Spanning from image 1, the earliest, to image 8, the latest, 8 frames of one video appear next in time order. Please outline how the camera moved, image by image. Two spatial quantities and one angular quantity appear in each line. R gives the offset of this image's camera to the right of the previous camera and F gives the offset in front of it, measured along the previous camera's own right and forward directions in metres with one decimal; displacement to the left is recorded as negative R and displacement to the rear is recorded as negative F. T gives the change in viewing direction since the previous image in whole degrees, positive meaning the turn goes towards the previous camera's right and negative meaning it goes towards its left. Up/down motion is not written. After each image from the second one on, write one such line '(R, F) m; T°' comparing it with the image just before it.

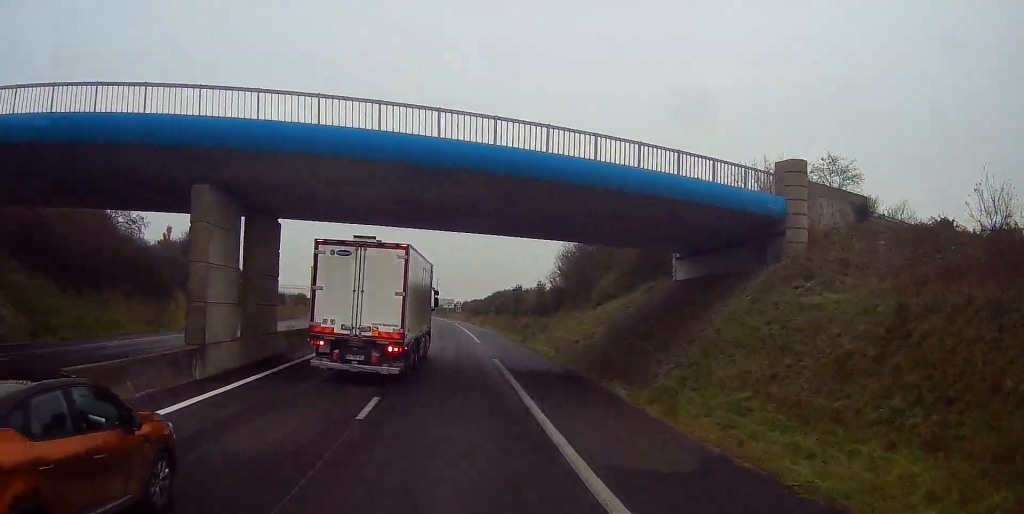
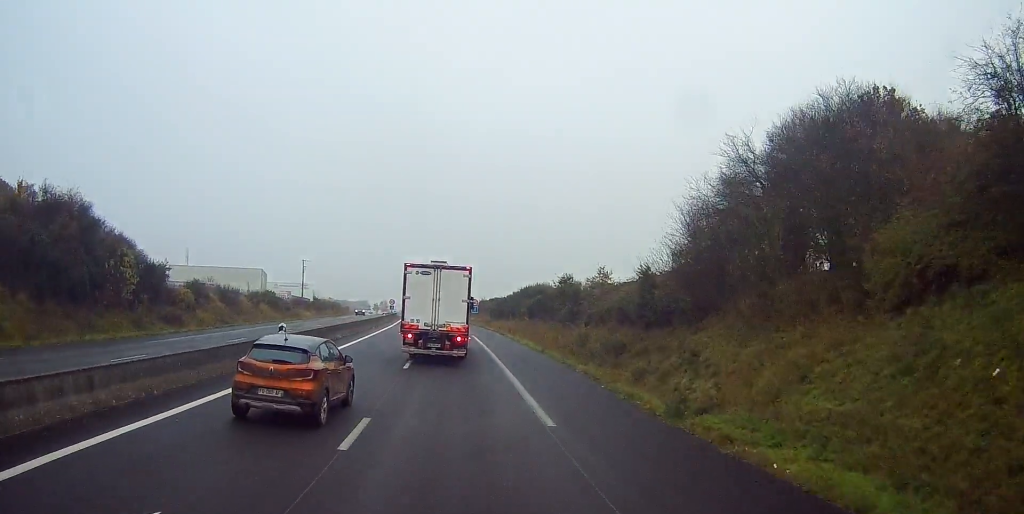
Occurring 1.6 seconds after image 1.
(-0.4, +29.3) m; -1°
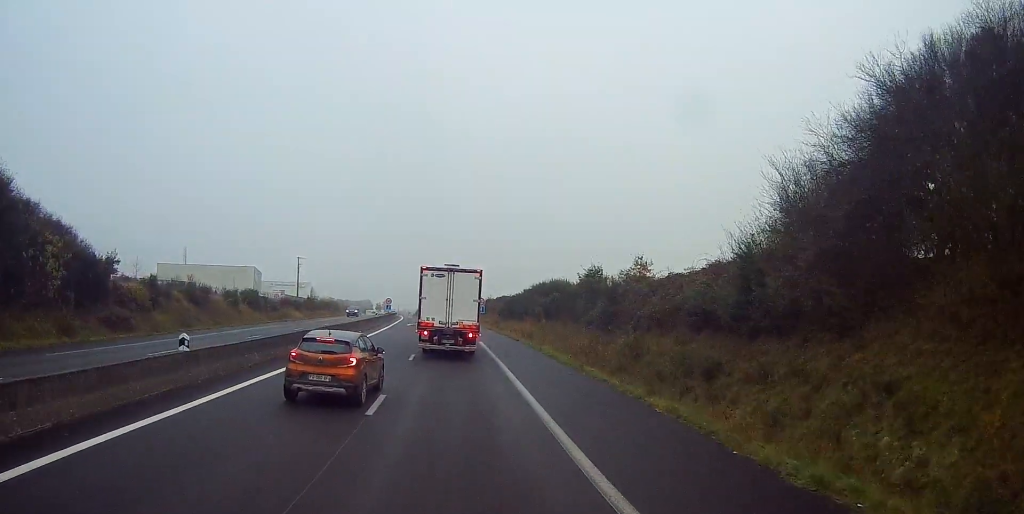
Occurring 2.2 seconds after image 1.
(+0.1, +10.0) m; -1°
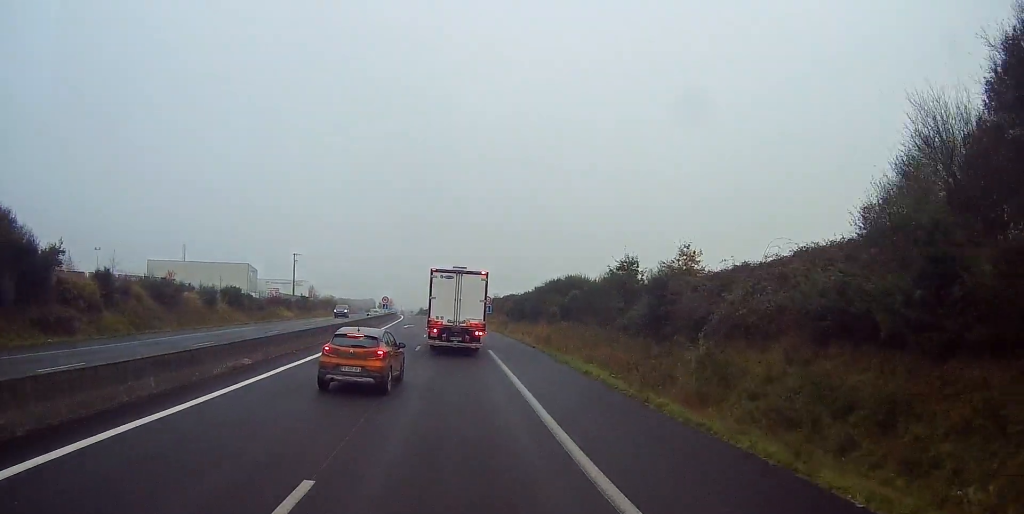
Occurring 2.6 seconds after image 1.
(+0.2, +8.2) m; 0°
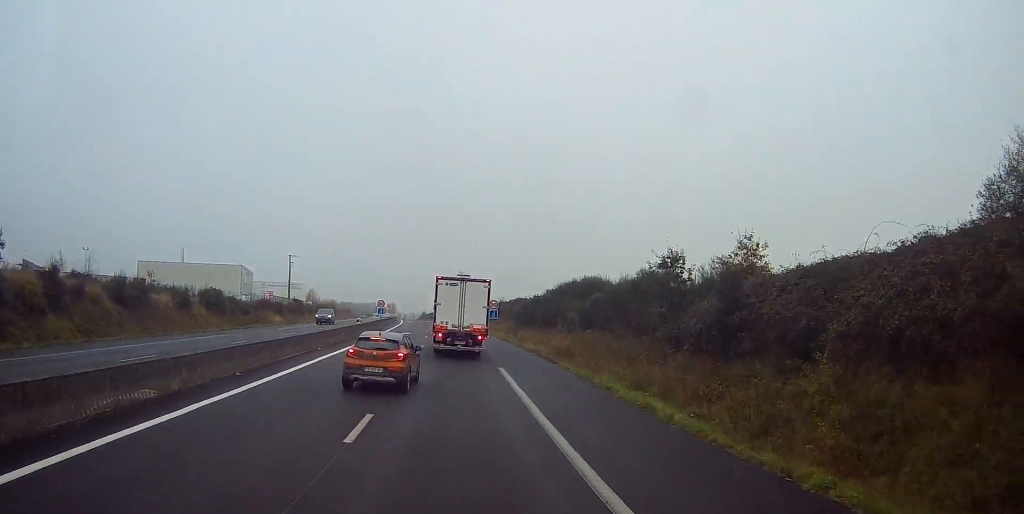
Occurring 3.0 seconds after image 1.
(-0.2, +7.3) m; 0°
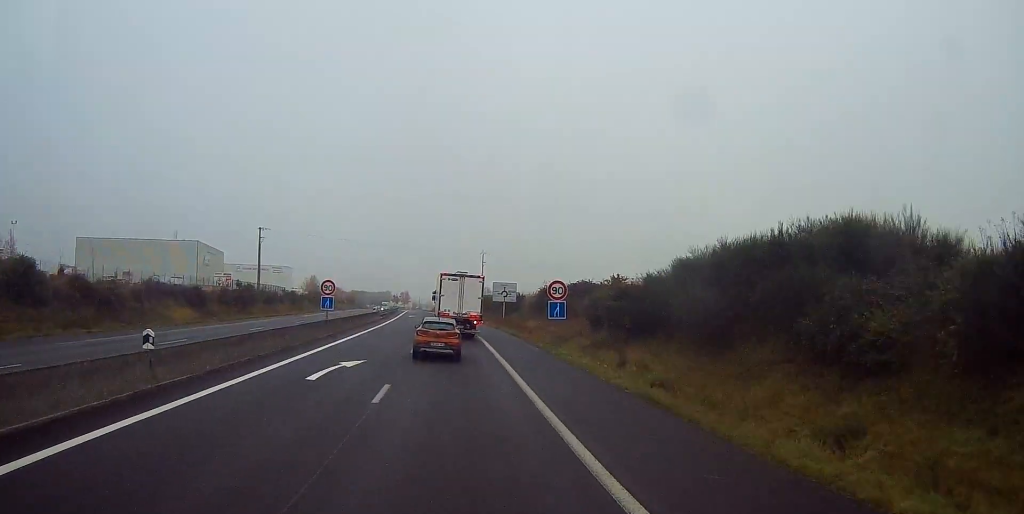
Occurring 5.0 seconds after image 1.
(-0.6, +36.4) m; -2°
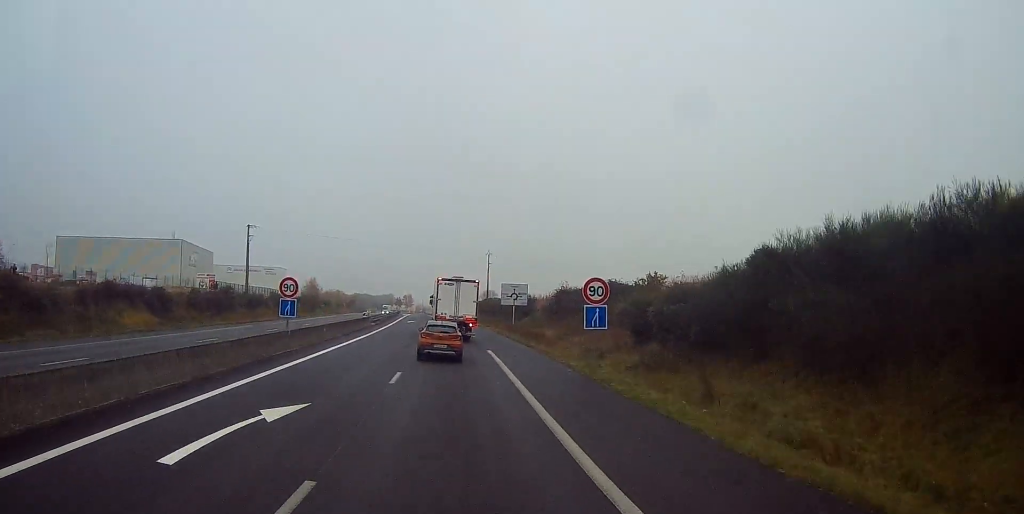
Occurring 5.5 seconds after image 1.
(-0.3, +9.0) m; 0°
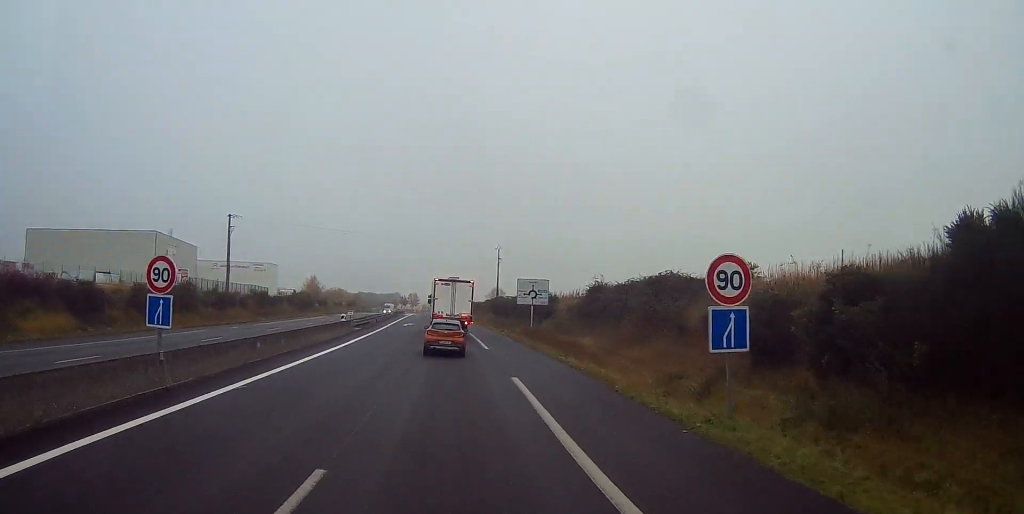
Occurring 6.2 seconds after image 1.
(+0.3, +12.5) m; 0°
